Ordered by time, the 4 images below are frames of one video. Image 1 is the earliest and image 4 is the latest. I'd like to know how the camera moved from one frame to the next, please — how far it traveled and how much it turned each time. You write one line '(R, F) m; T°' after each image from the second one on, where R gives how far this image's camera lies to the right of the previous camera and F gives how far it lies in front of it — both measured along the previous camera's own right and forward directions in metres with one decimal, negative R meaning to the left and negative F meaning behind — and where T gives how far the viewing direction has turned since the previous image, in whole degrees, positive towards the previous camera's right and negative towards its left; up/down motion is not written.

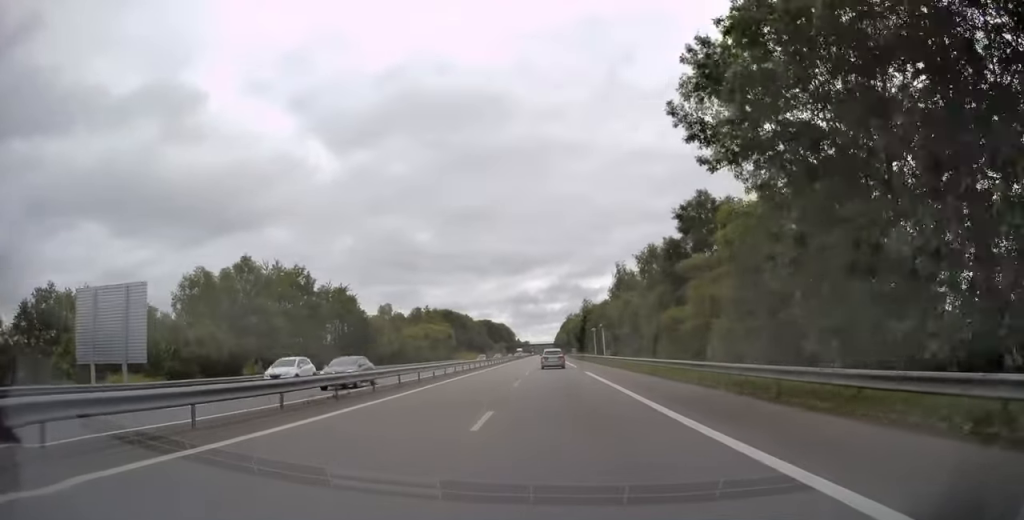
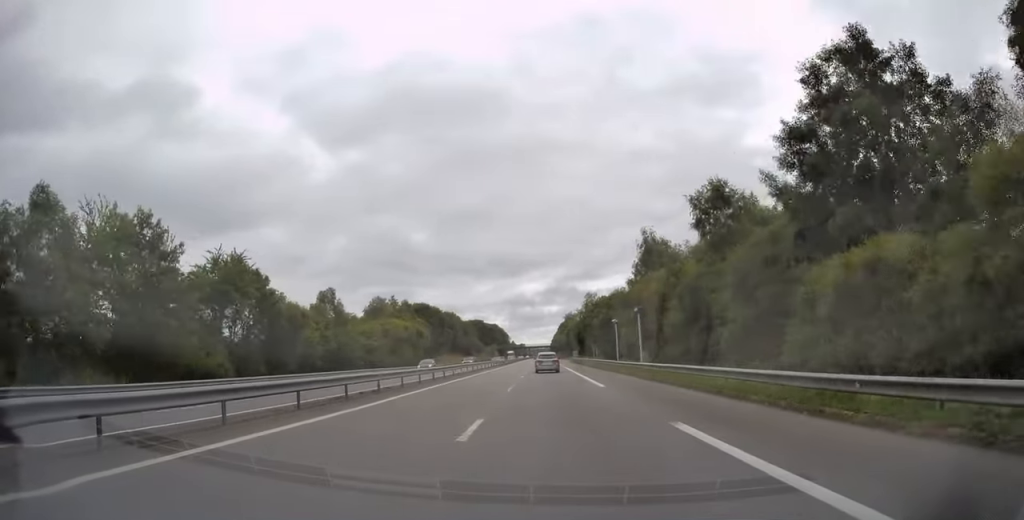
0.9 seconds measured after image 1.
(0.0, +26.6) m; +1°
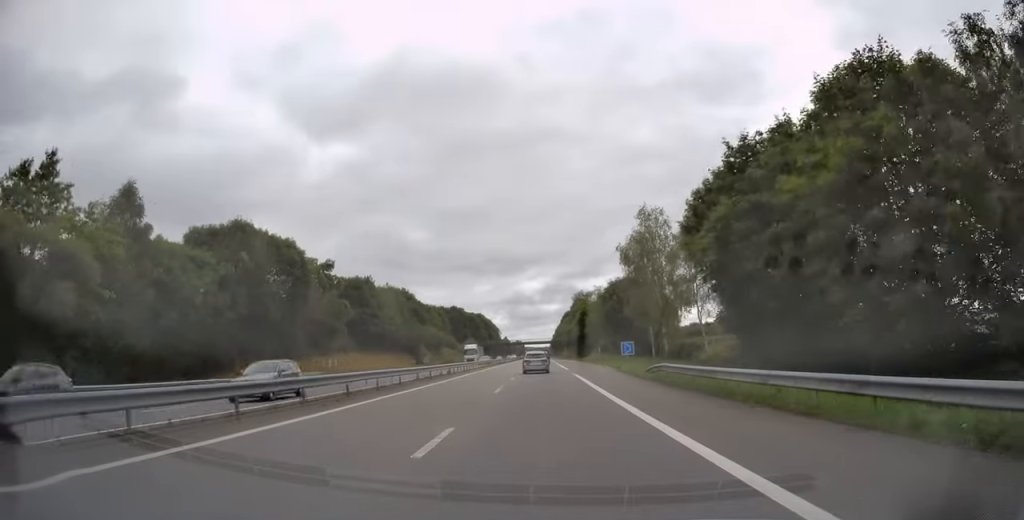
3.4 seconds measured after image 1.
(+0.3, +78.7) m; 0°
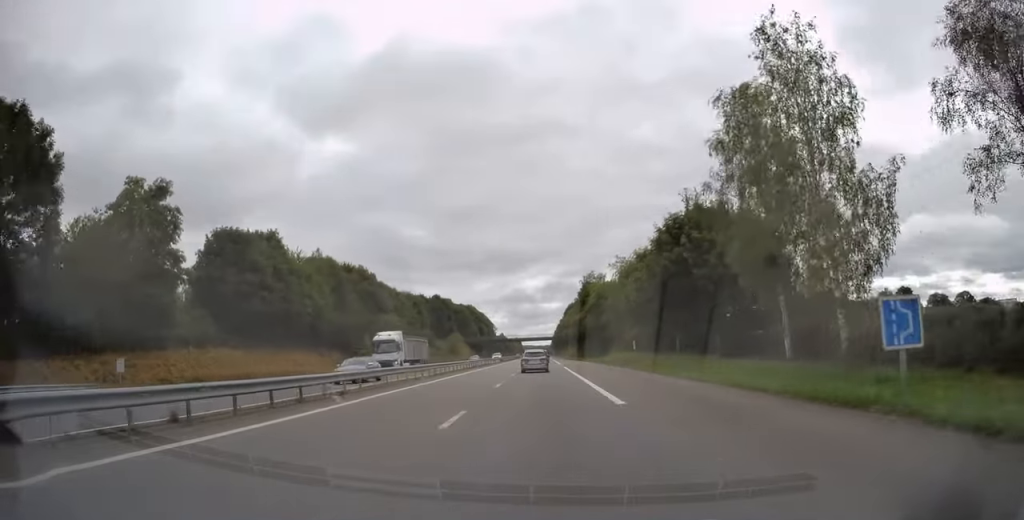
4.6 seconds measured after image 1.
(-0.2, +35.8) m; -1°
